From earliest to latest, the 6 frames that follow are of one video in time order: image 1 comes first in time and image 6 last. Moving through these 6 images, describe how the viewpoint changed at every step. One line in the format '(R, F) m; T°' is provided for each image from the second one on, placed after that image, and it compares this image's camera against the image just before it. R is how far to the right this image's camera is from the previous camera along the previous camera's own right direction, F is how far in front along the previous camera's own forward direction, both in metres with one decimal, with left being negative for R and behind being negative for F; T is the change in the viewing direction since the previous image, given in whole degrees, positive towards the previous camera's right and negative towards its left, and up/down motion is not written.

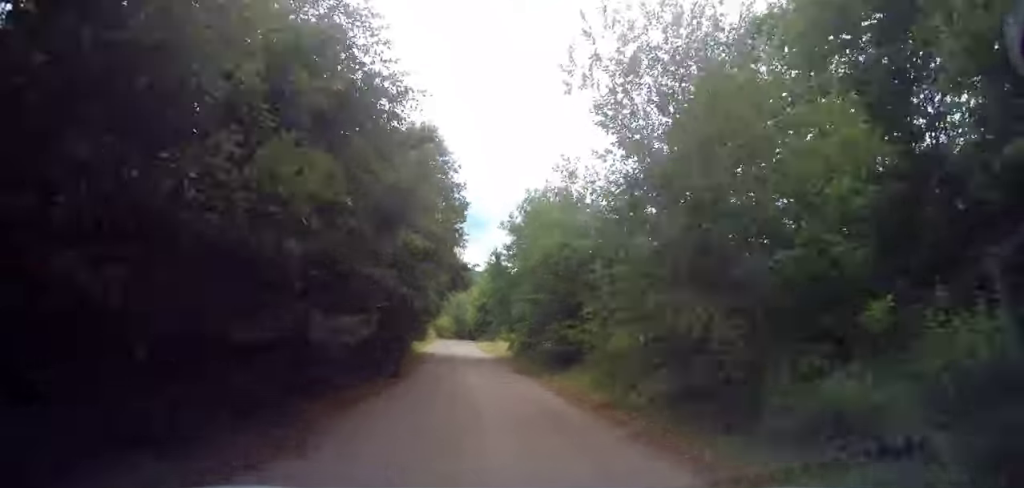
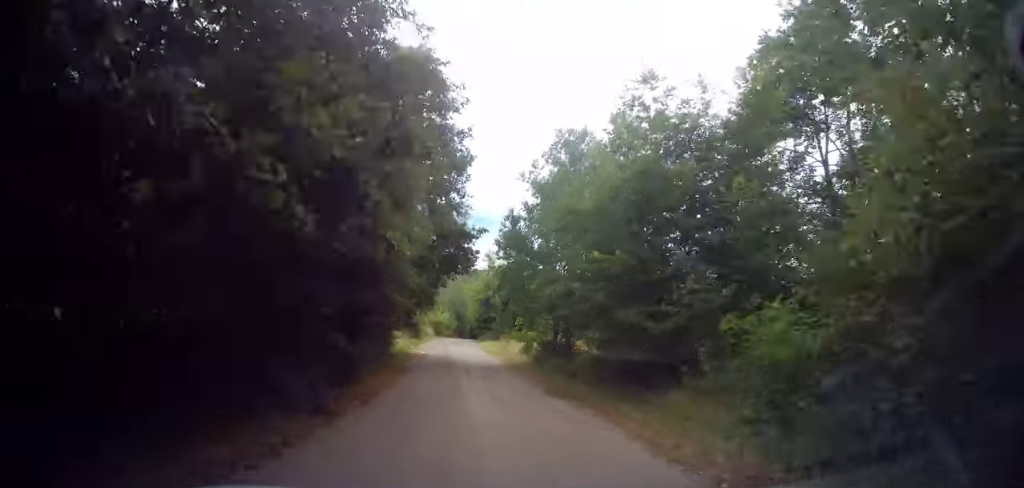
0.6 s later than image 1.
(-0.3, +7.7) m; -1°
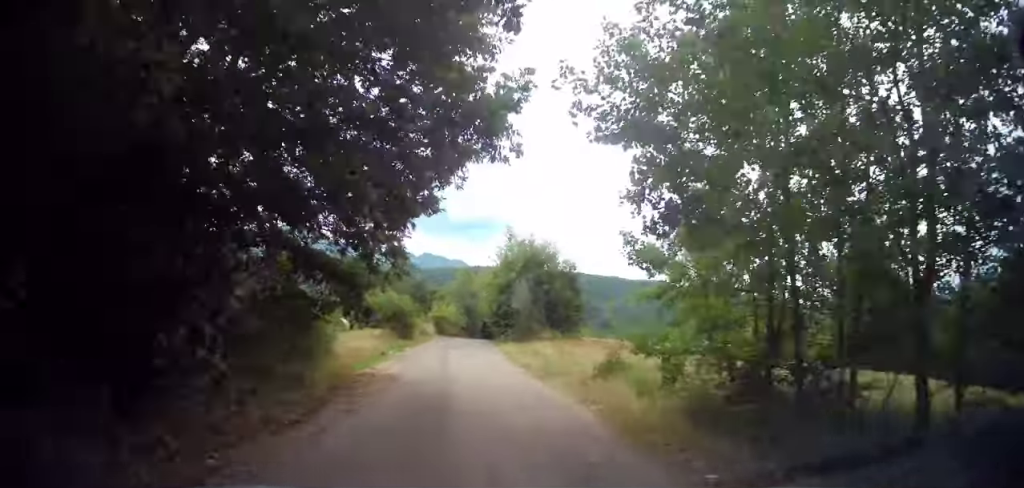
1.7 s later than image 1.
(-0.3, +15.5) m; -1°
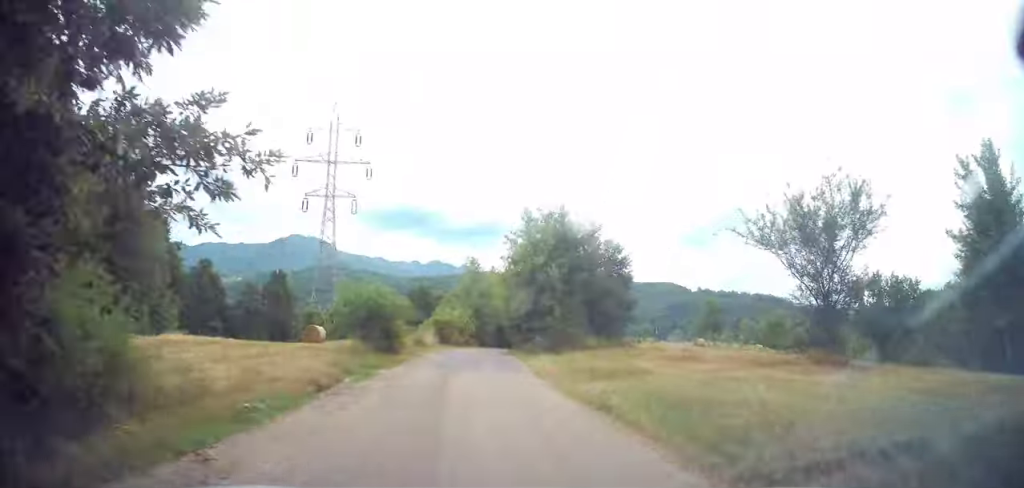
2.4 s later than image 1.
(0.0, +10.0) m; -1°
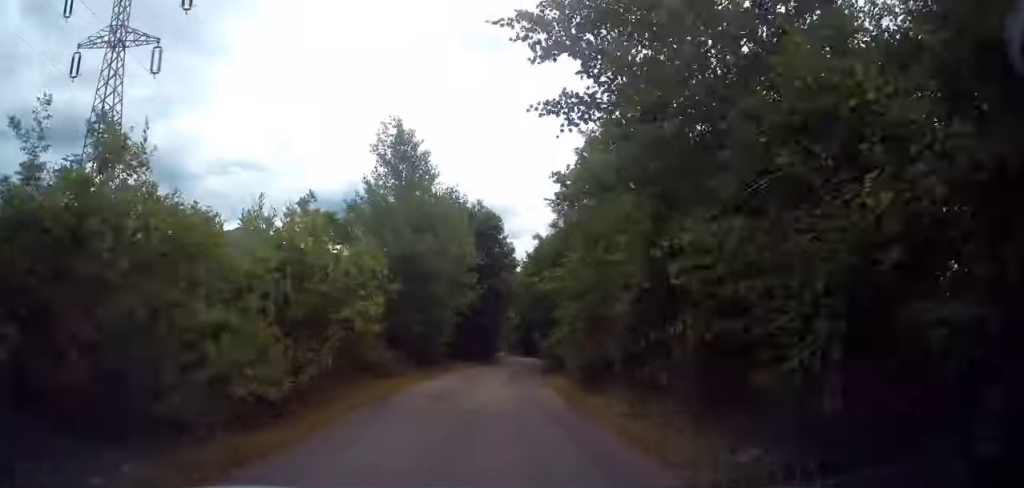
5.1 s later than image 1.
(+0.9, +34.8) m; +7°
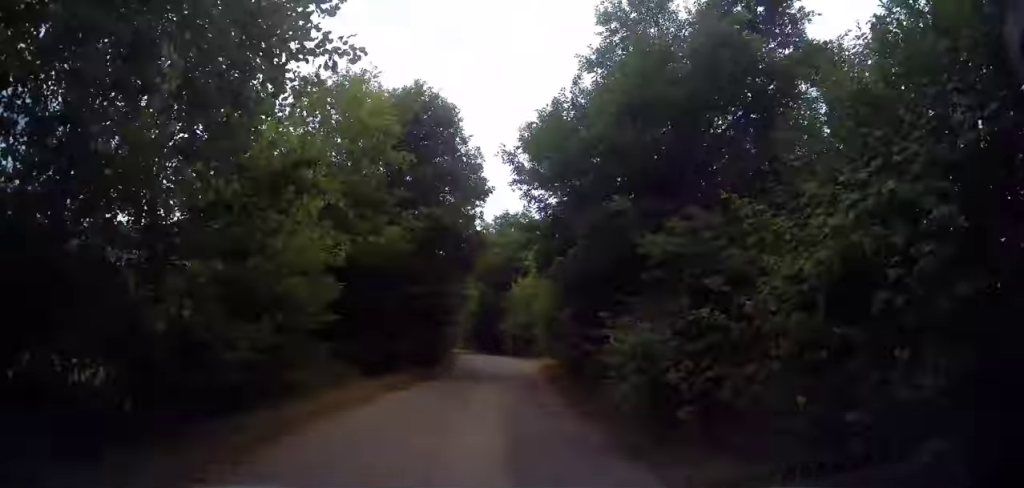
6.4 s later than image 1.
(+0.4, +16.4) m; +3°
